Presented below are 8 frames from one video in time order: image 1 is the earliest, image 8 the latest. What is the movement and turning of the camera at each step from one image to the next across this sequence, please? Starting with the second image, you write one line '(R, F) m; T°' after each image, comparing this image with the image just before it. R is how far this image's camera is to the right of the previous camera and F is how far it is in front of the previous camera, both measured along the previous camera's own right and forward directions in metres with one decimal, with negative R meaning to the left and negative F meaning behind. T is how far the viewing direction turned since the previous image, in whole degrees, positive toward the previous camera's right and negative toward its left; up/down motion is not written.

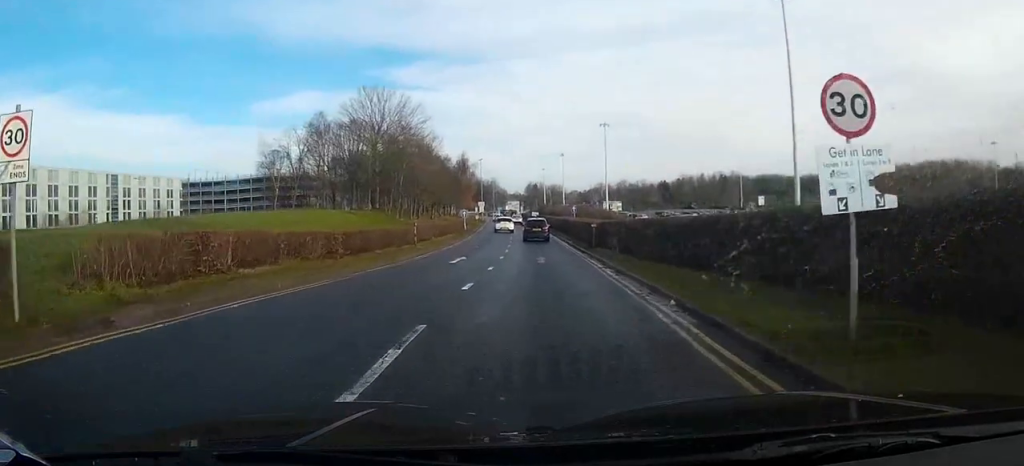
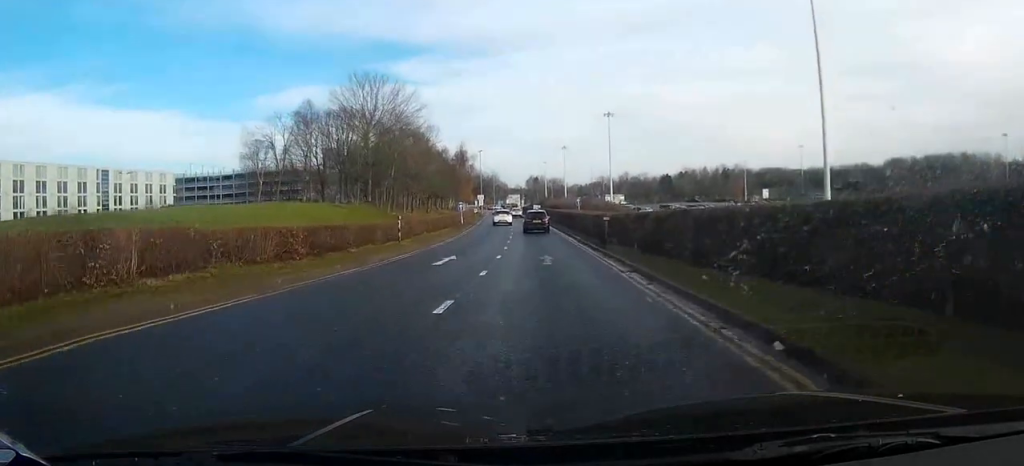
(0.0, +3.9) m; 0°
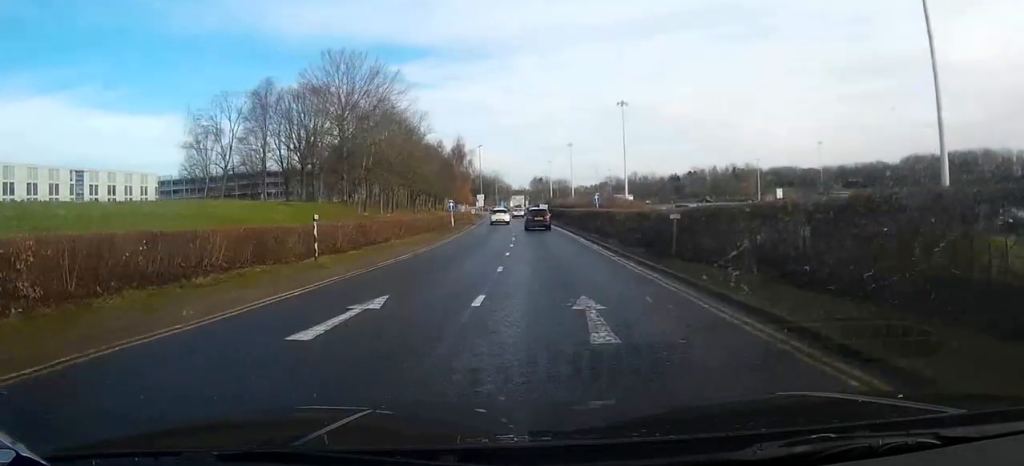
(+0.1, +10.5) m; +1°
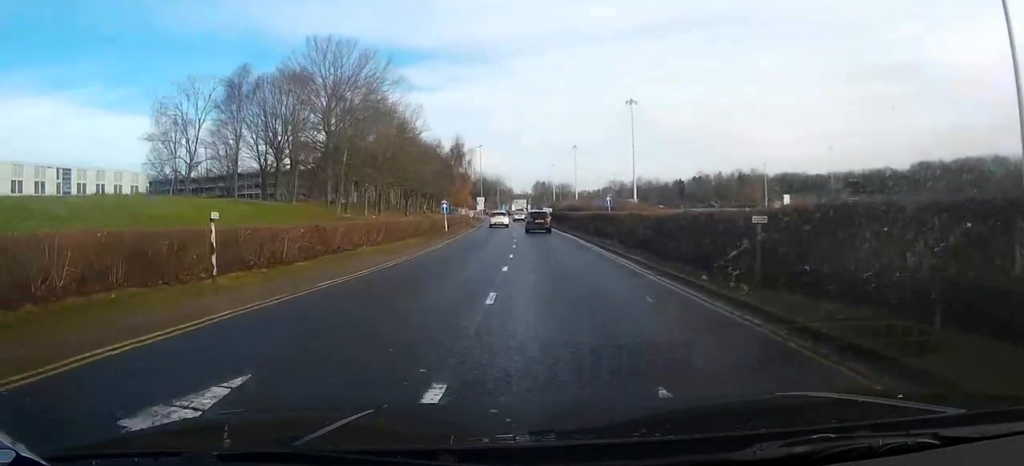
(0.0, +5.0) m; +1°
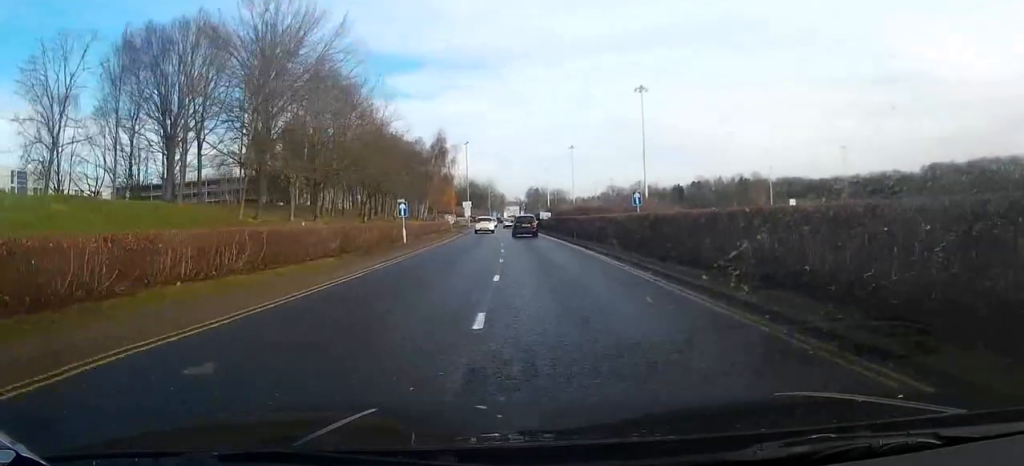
(-0.1, +12.5) m; -2°
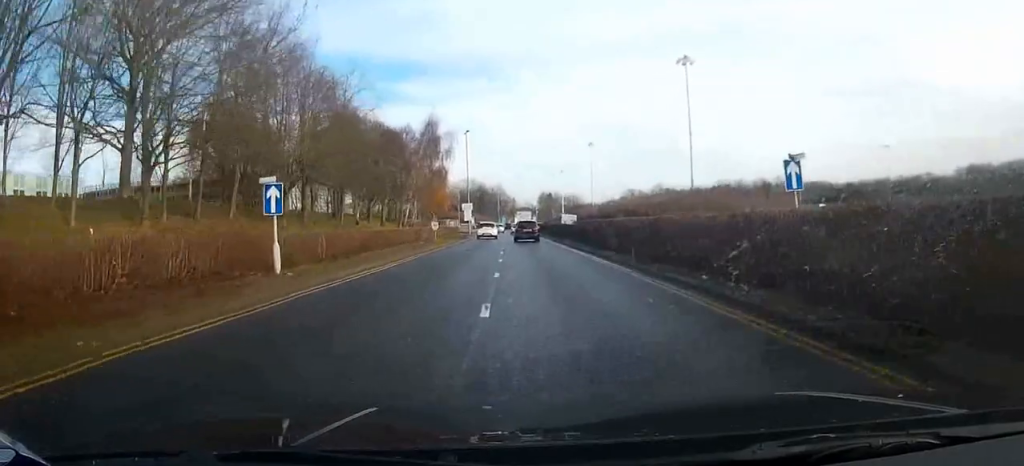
(-0.4, +16.6) m; 0°
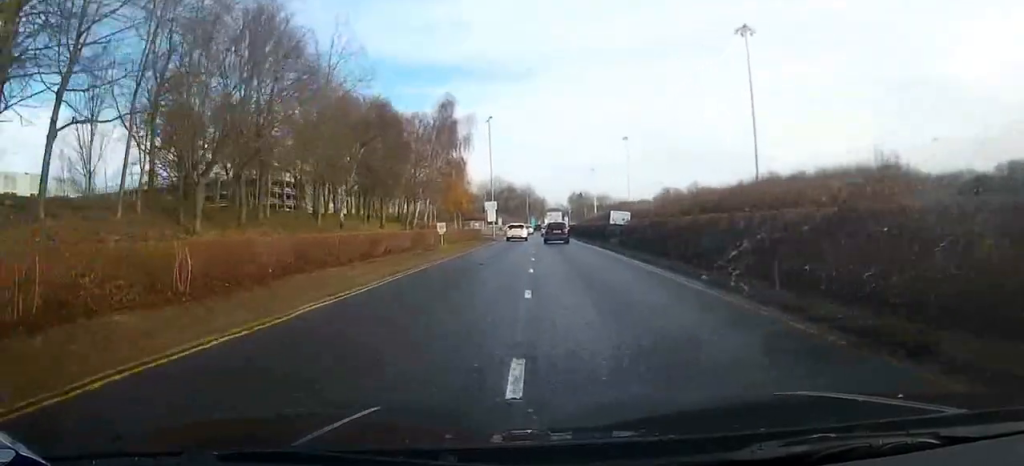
(+0.2, +9.8) m; -2°
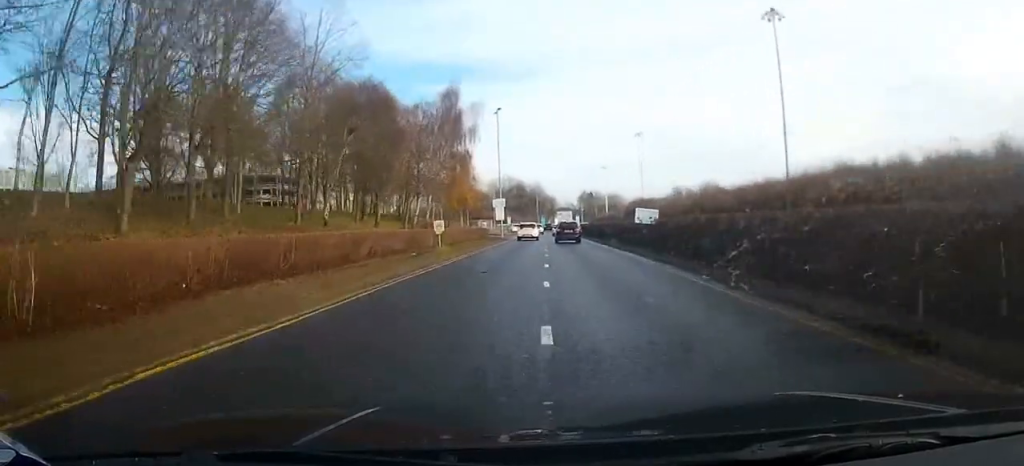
(0.0, +4.1) m; -1°
